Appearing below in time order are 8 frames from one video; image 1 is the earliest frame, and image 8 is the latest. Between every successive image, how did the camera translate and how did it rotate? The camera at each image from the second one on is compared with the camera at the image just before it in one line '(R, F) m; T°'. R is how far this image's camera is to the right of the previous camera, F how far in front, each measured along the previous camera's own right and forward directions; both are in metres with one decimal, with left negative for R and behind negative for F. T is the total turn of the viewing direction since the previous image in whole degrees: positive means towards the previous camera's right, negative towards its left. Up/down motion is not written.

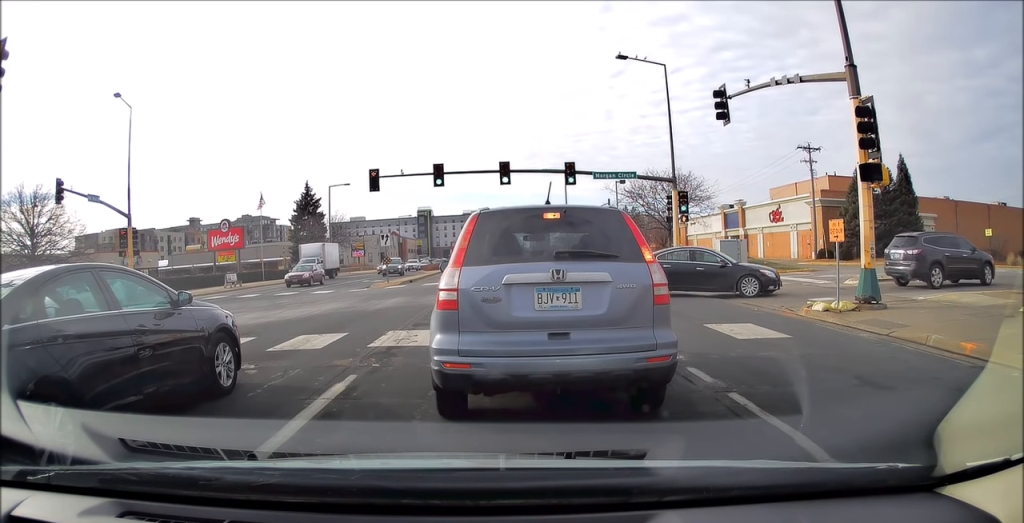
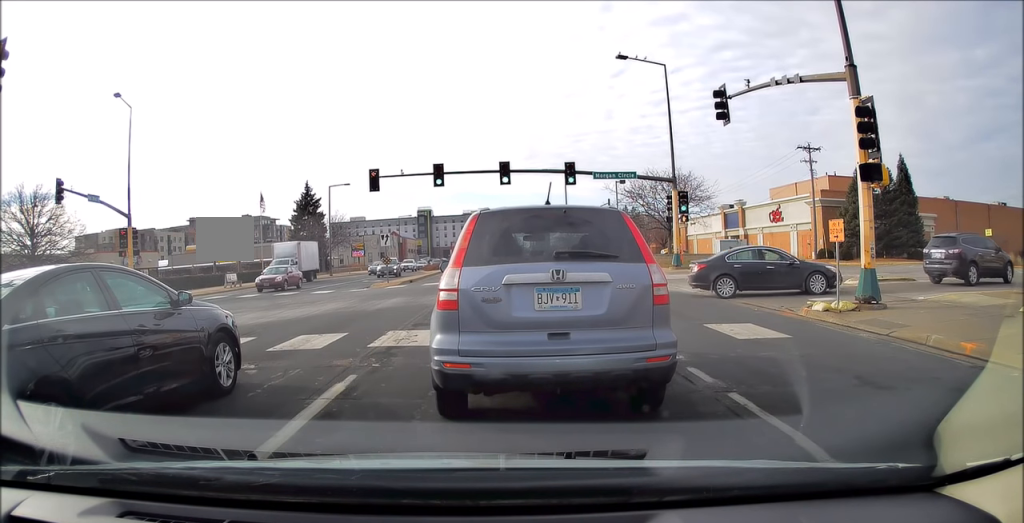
(0.0, 0.0) m; 0°
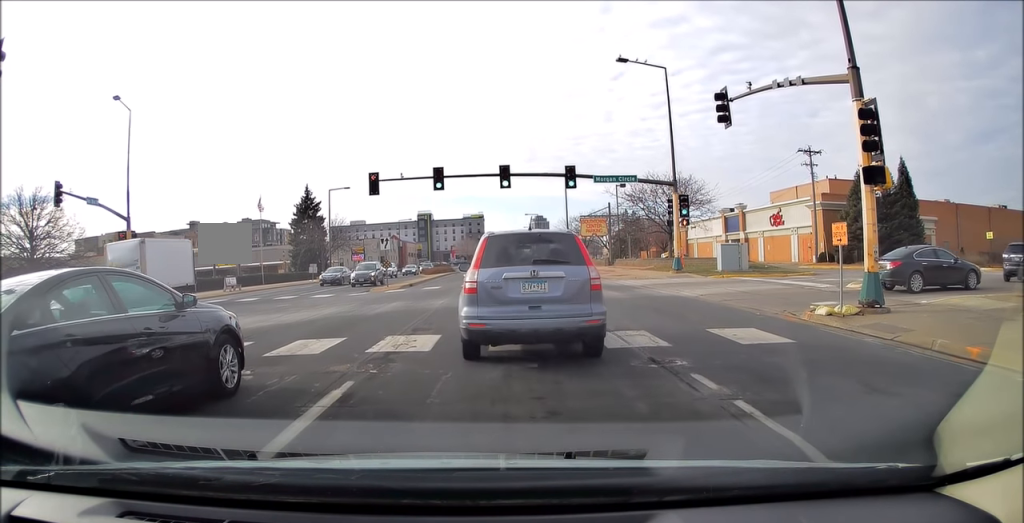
(0.0, 0.0) m; 0°
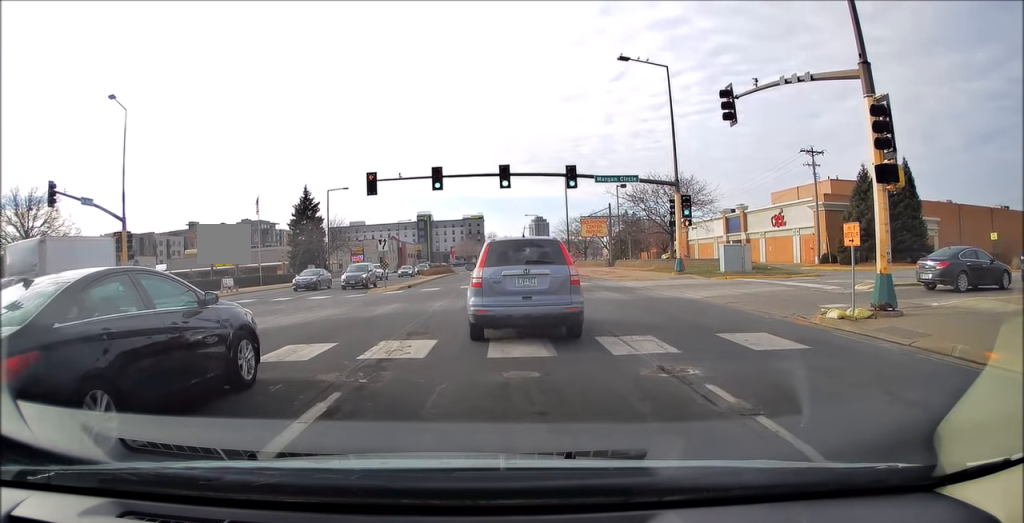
(0.0, +0.8) m; 0°
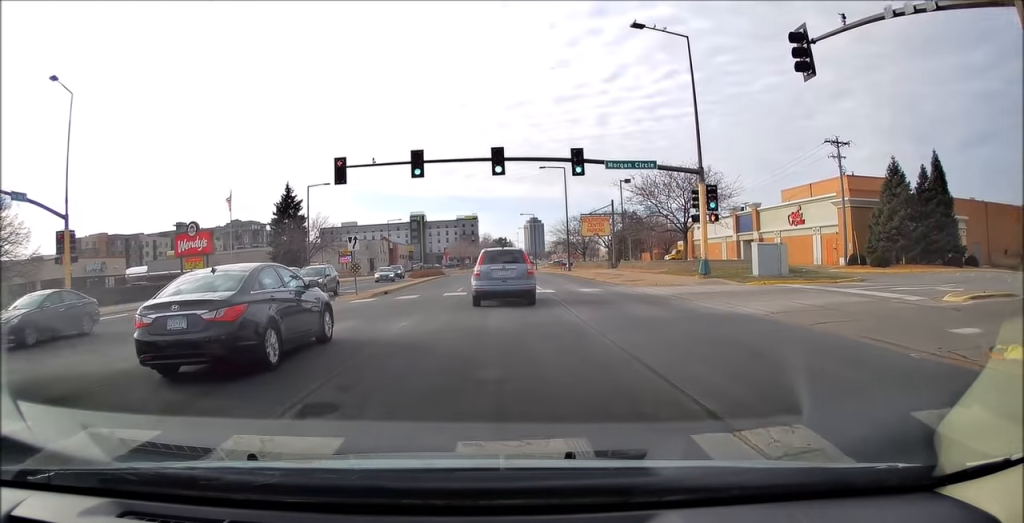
(0.0, +5.2) m; 0°
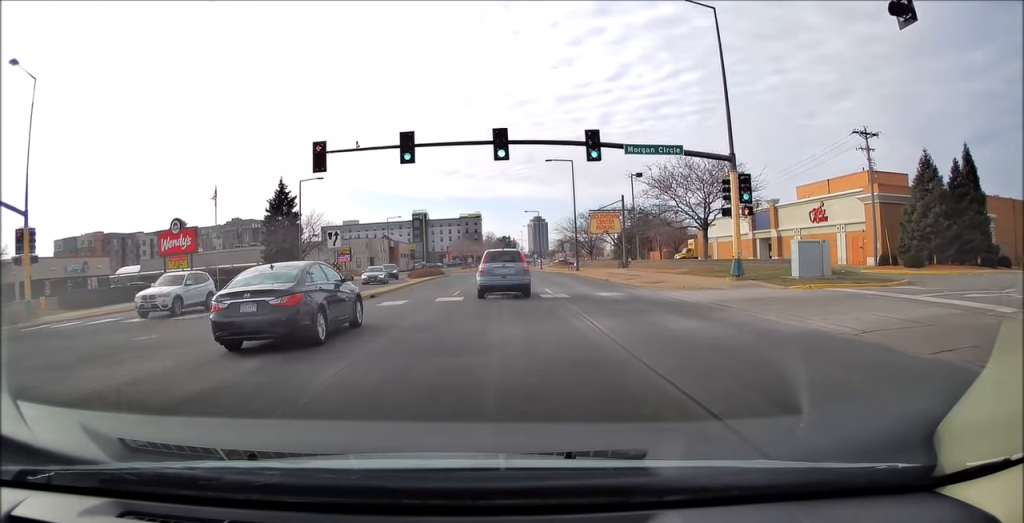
(0.0, +4.0) m; +3°
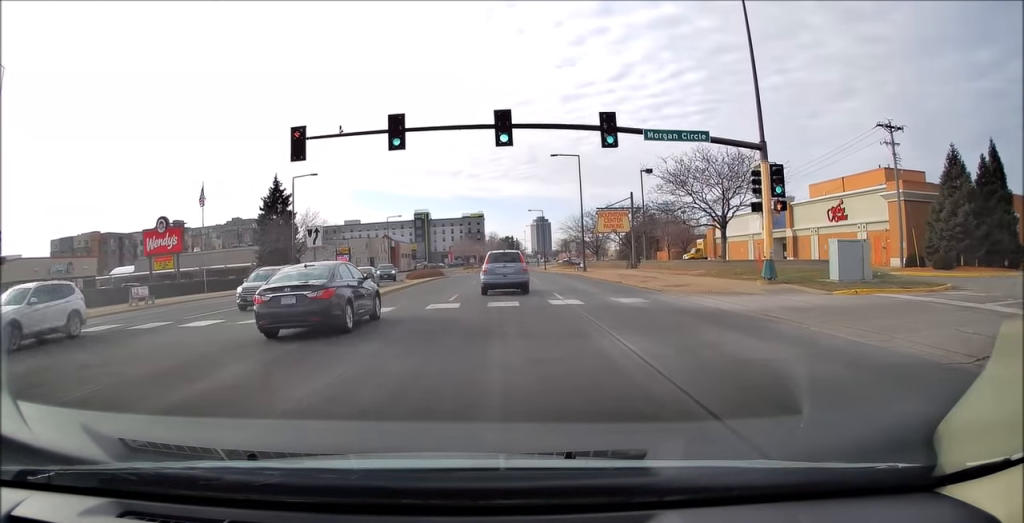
(0.0, +3.0) m; +1°
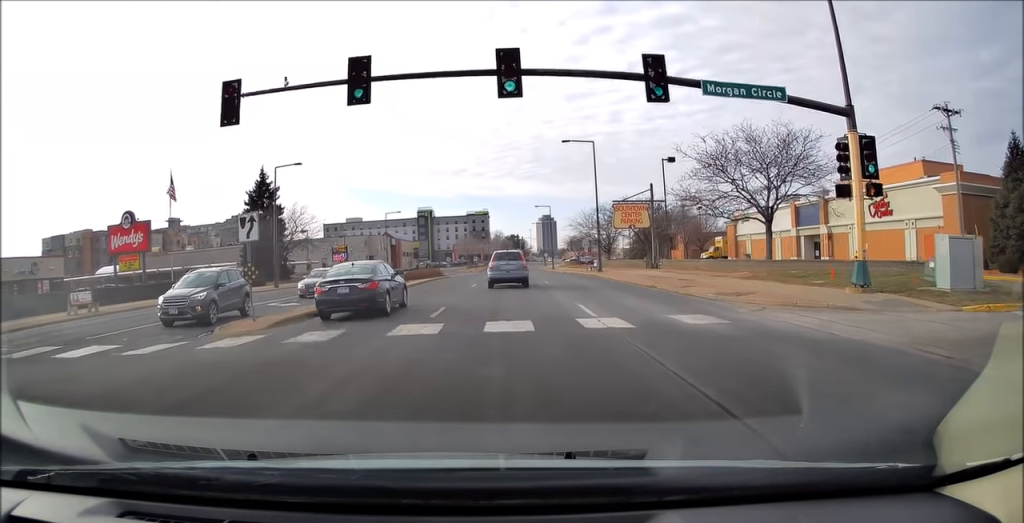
(+0.3, +6.0) m; -1°
